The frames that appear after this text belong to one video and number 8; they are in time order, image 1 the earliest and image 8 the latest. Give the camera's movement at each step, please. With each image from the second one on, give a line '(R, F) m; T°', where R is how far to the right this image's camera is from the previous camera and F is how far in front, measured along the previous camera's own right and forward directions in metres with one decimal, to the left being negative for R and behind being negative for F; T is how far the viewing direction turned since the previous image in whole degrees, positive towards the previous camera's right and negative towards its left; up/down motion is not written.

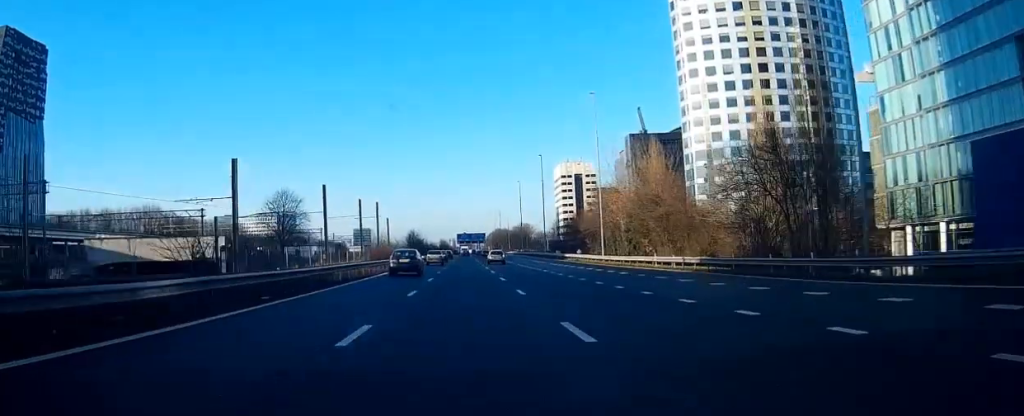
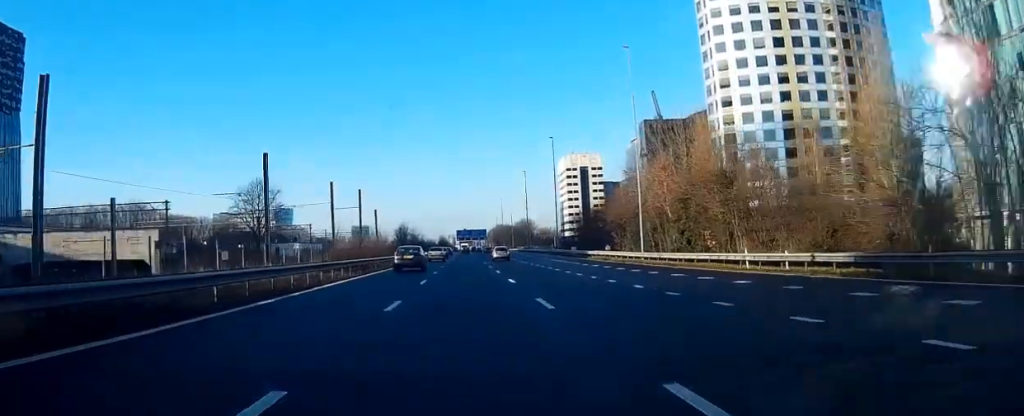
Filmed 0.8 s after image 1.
(+0.1, +18.5) m; 0°
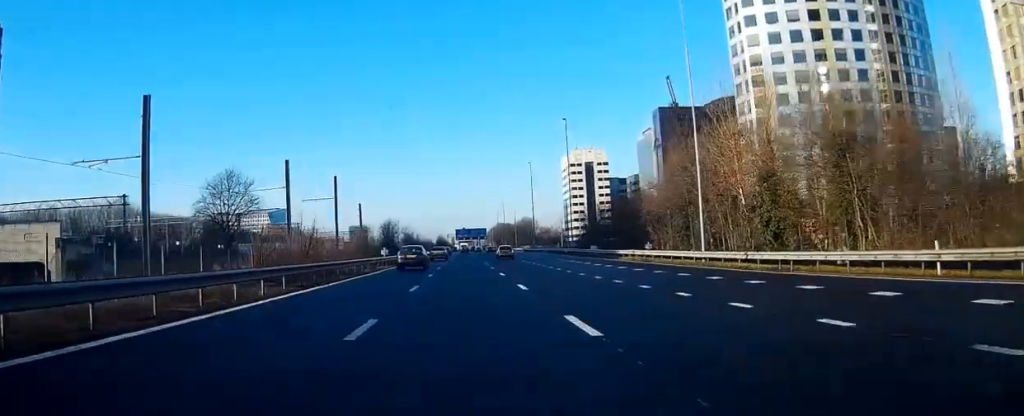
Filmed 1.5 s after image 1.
(-0.1, +17.0) m; 0°
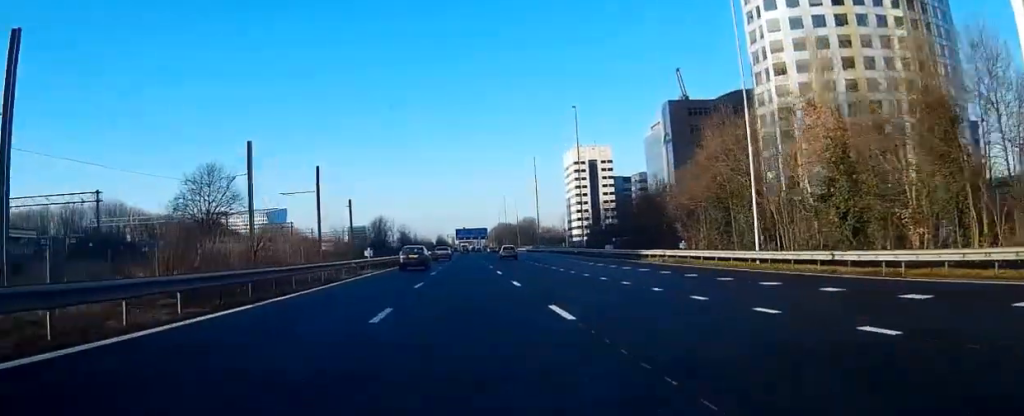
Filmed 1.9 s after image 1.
(0.0, +9.3) m; 0°
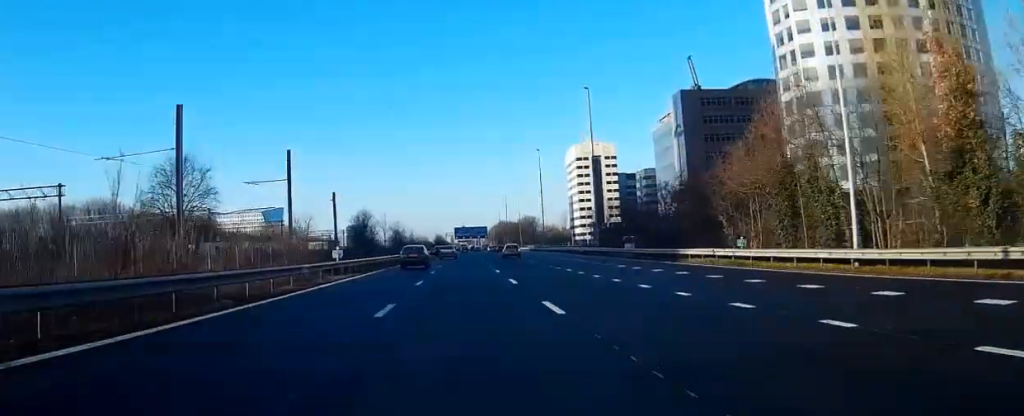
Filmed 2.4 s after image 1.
(0.0, +10.9) m; 0°
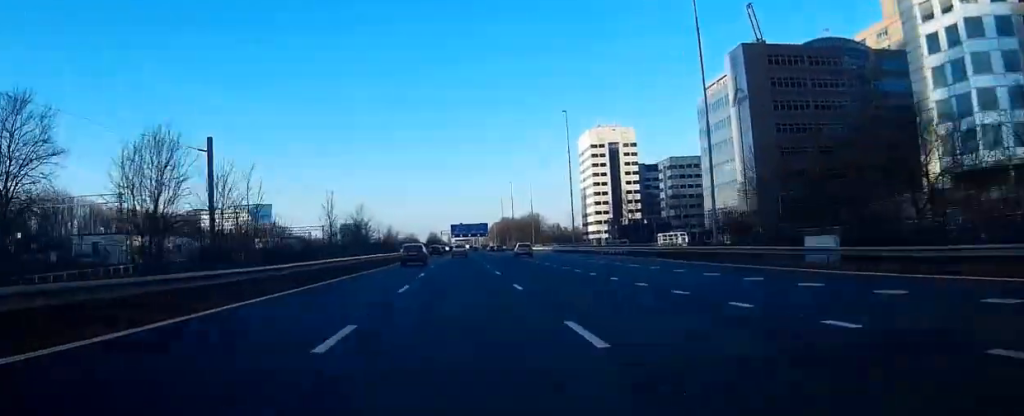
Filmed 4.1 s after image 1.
(-0.1, +40.6) m; -1°
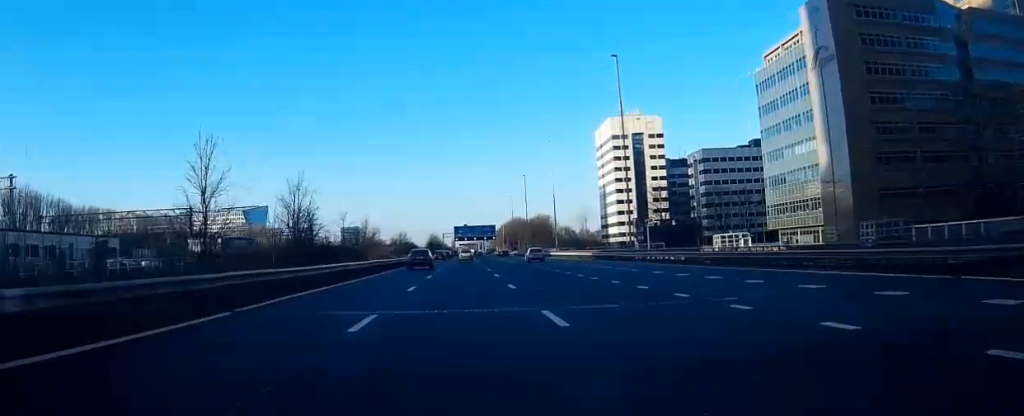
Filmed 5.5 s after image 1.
(-0.5, +32.3) m; -1°
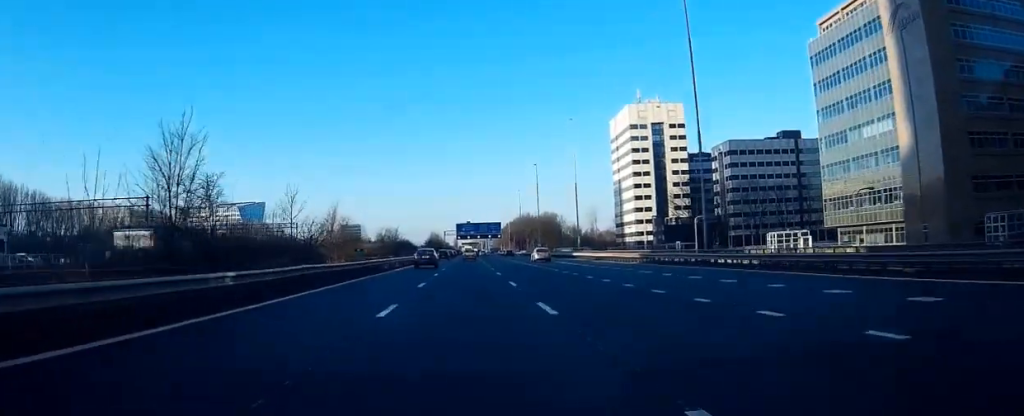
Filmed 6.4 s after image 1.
(-0.1, +21.5) m; 0°
